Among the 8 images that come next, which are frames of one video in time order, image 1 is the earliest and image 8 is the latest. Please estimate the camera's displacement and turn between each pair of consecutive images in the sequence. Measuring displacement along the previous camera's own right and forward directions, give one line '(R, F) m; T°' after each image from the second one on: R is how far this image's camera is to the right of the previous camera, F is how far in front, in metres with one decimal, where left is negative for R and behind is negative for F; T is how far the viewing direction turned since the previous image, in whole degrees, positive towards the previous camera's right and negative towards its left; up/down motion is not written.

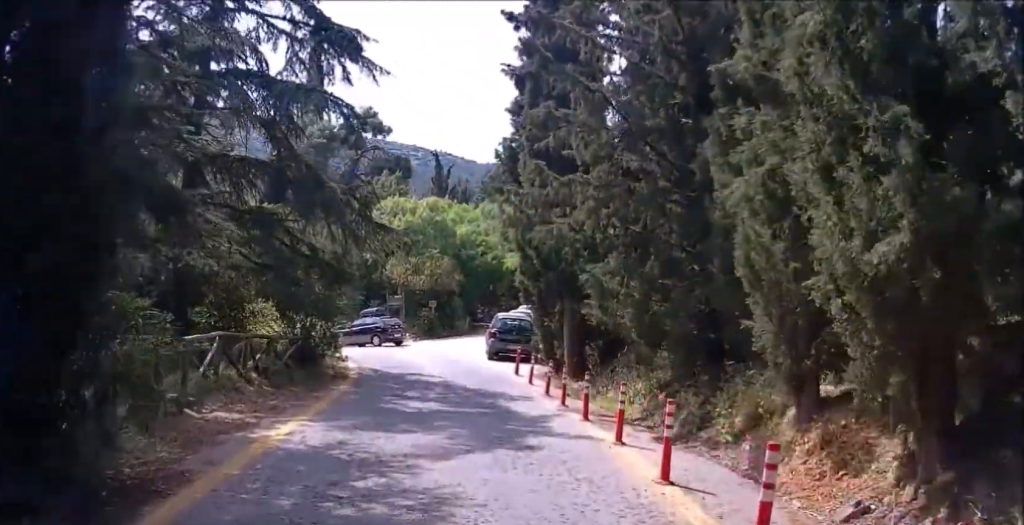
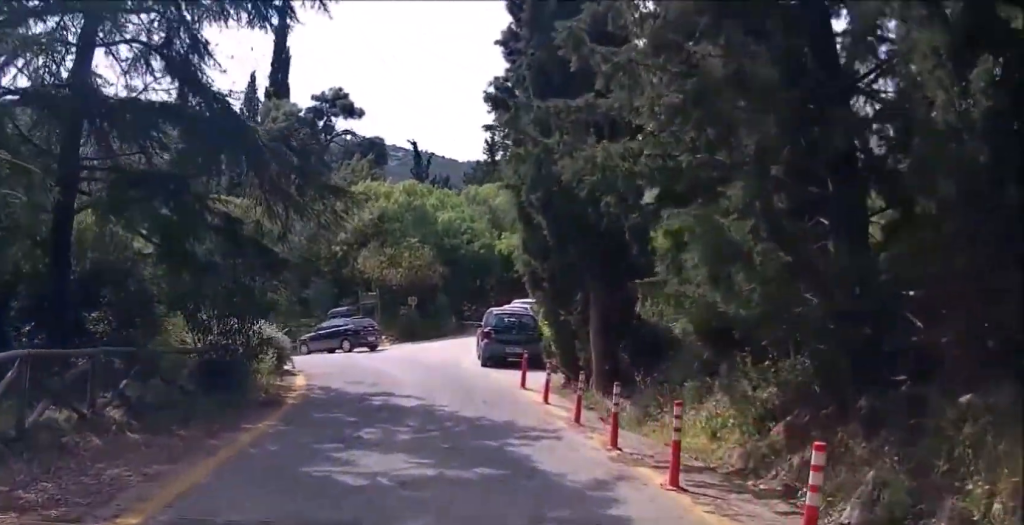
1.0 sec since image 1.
(+0.7, +5.9) m; +7°
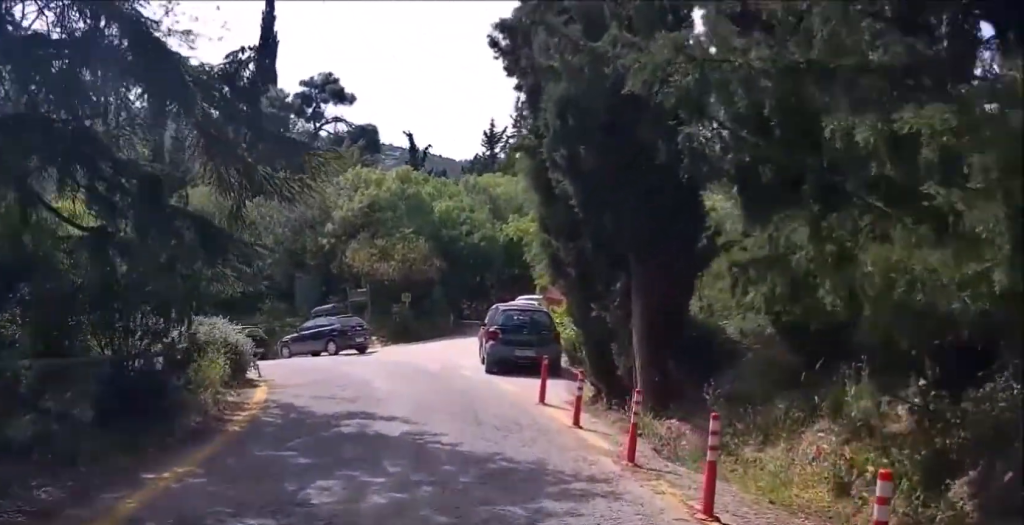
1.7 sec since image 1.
(0.0, +3.8) m; +1°
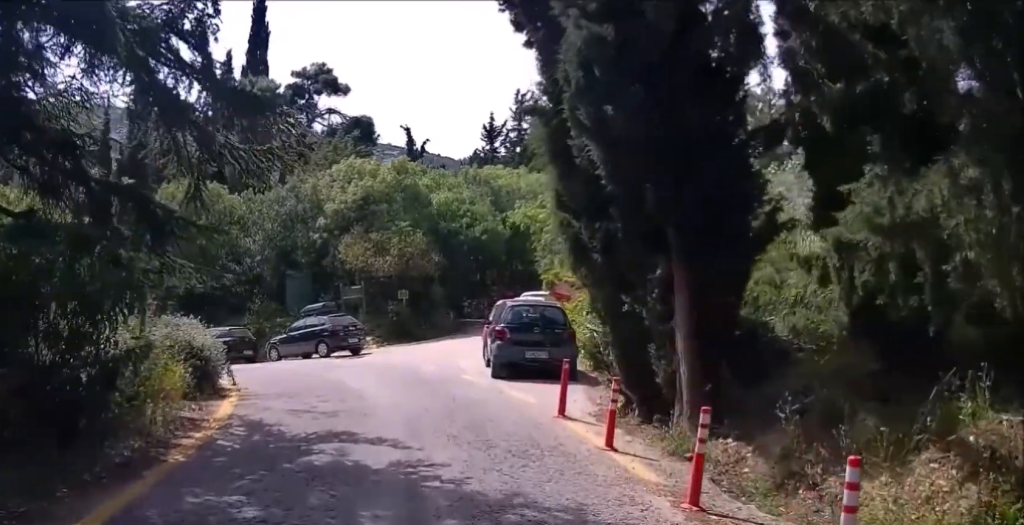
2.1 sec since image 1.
(0.0, +2.4) m; 0°
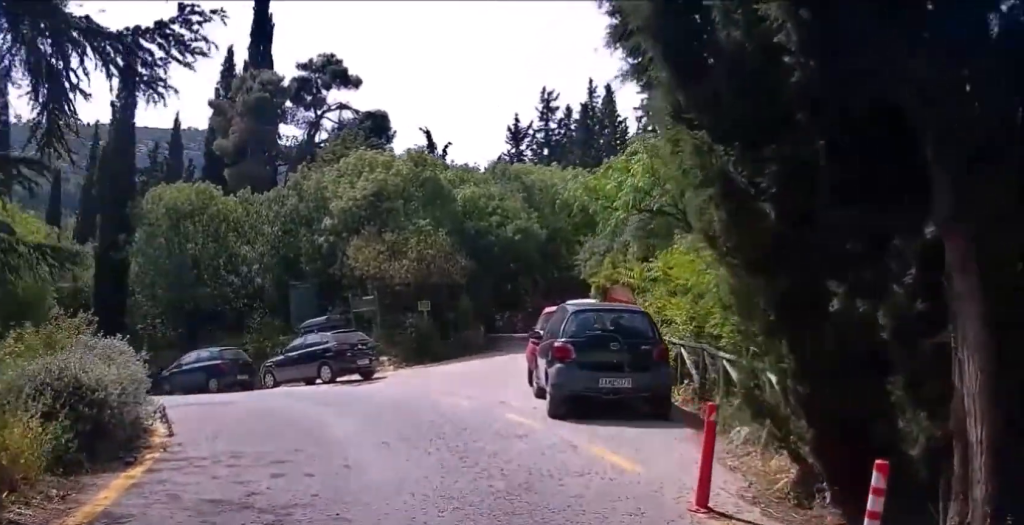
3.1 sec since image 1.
(0.0, +5.3) m; -1°
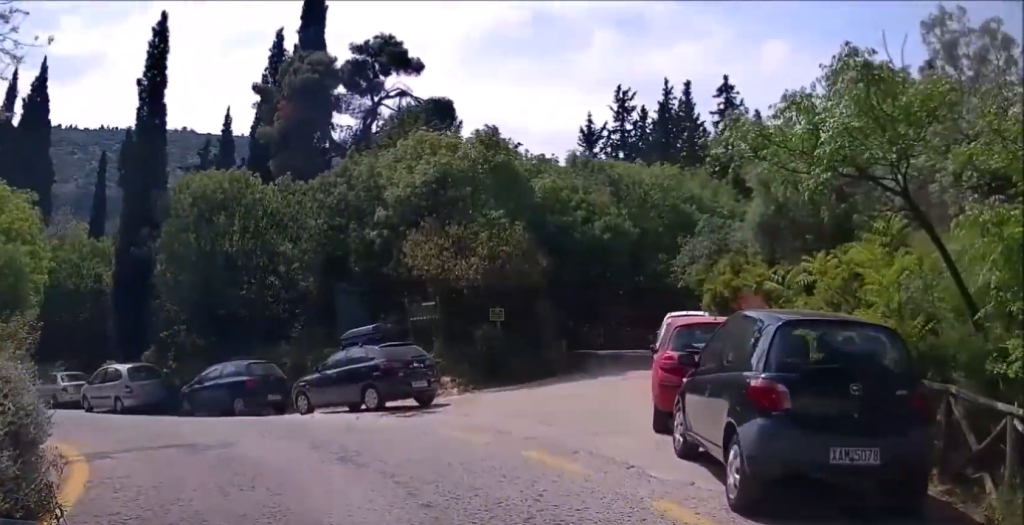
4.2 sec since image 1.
(-0.1, +5.2) m; -5°
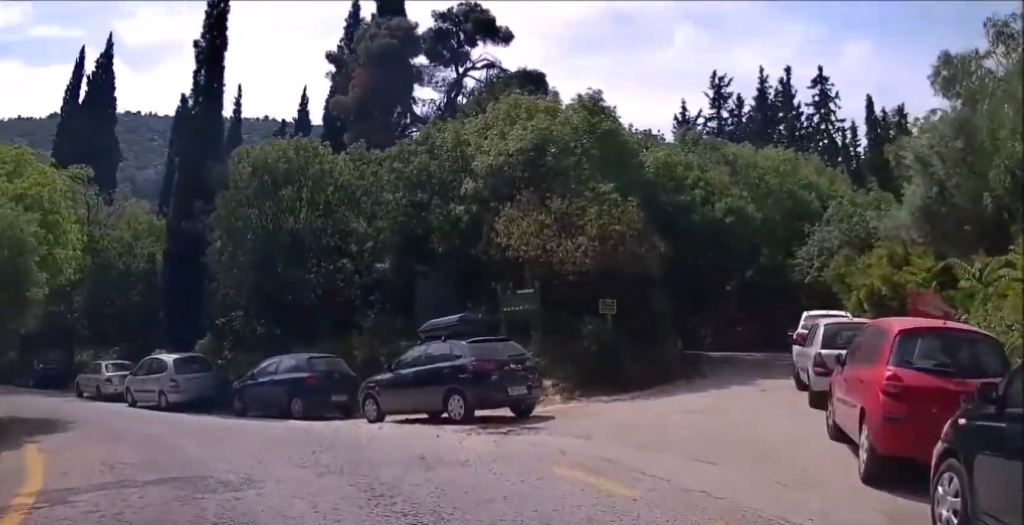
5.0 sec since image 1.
(-0.3, +3.7) m; -6°
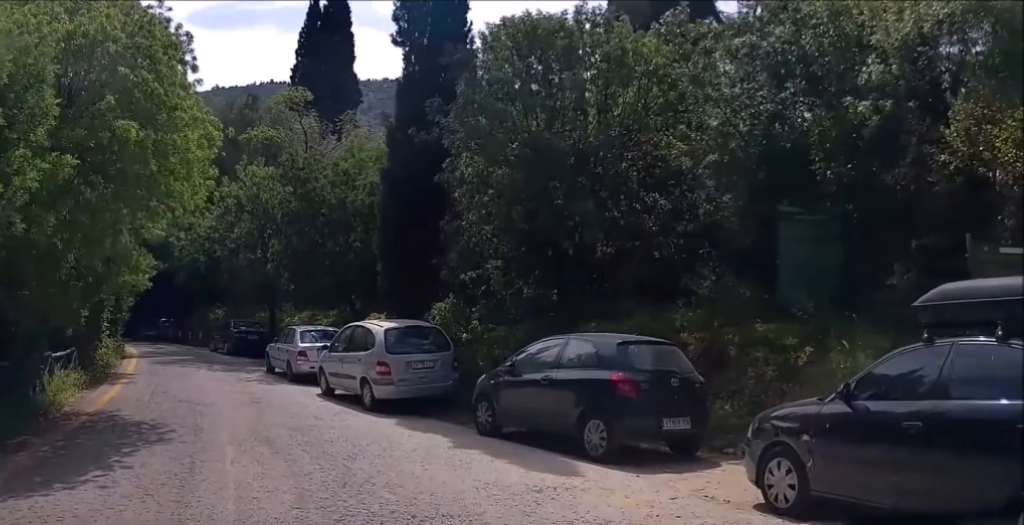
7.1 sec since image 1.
(-1.0, +9.4) m; -18°
